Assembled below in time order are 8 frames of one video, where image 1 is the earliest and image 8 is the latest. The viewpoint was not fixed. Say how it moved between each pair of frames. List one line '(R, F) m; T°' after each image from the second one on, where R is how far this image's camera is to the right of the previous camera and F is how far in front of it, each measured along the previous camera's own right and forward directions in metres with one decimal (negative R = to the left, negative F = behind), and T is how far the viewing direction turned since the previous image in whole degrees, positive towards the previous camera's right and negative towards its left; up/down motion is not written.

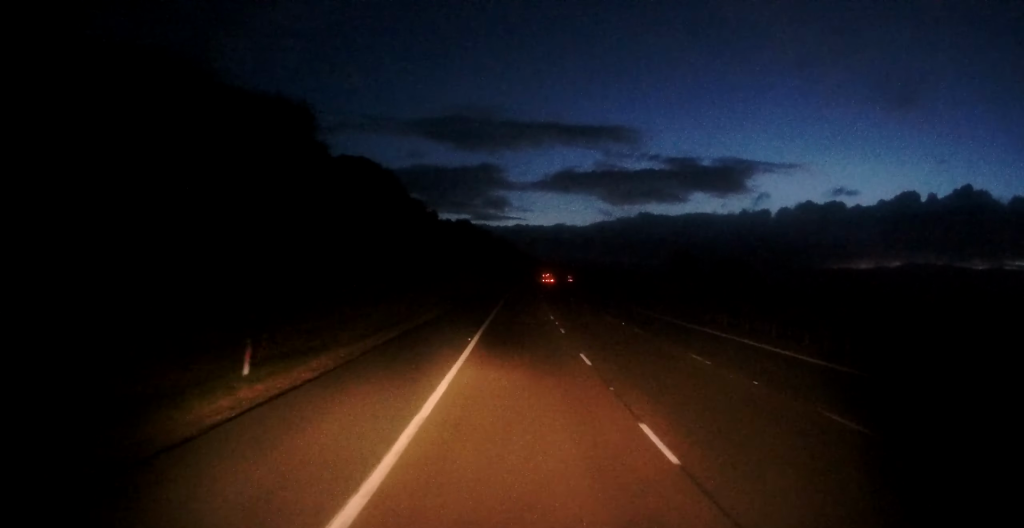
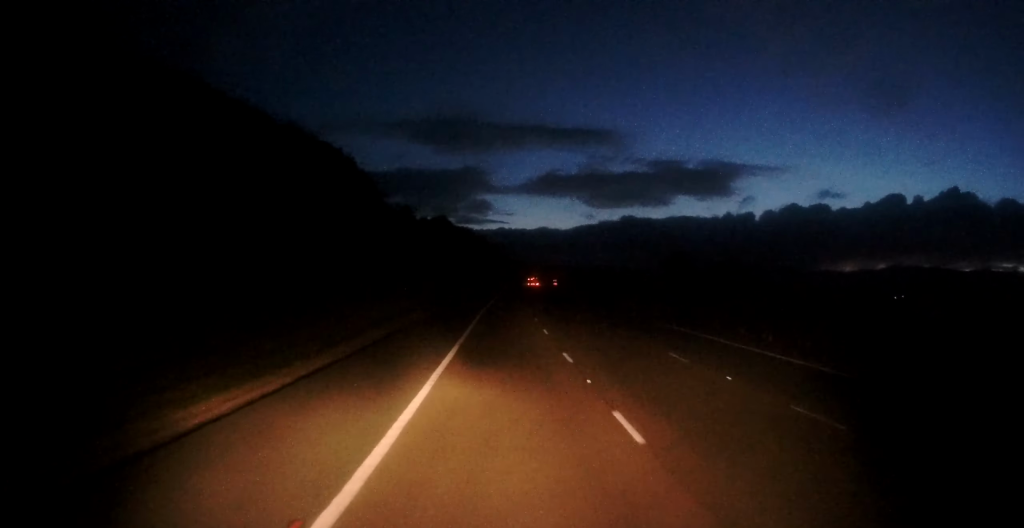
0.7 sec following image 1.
(0.0, +17.3) m; 0°
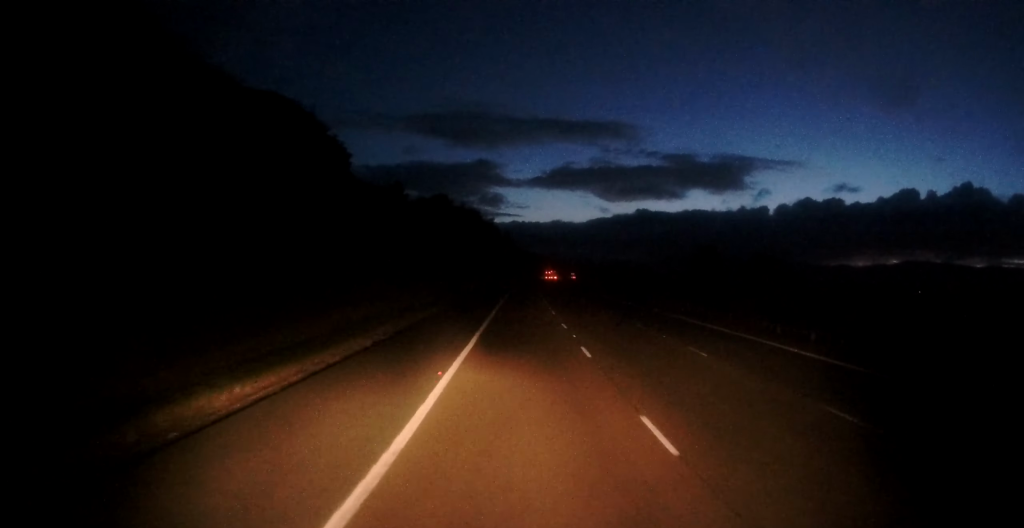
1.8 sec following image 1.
(+0.2, +27.9) m; +1°
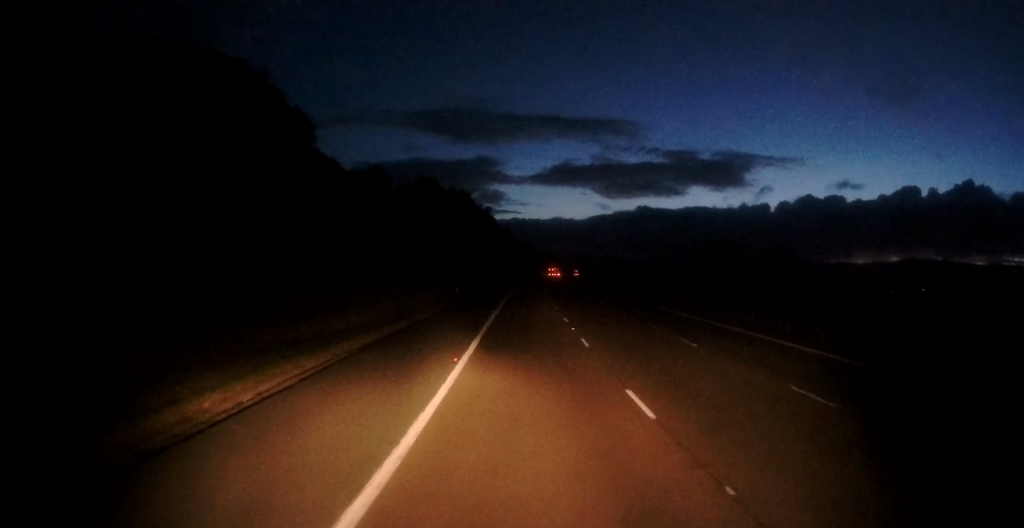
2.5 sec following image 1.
(0.0, +16.3) m; 0°
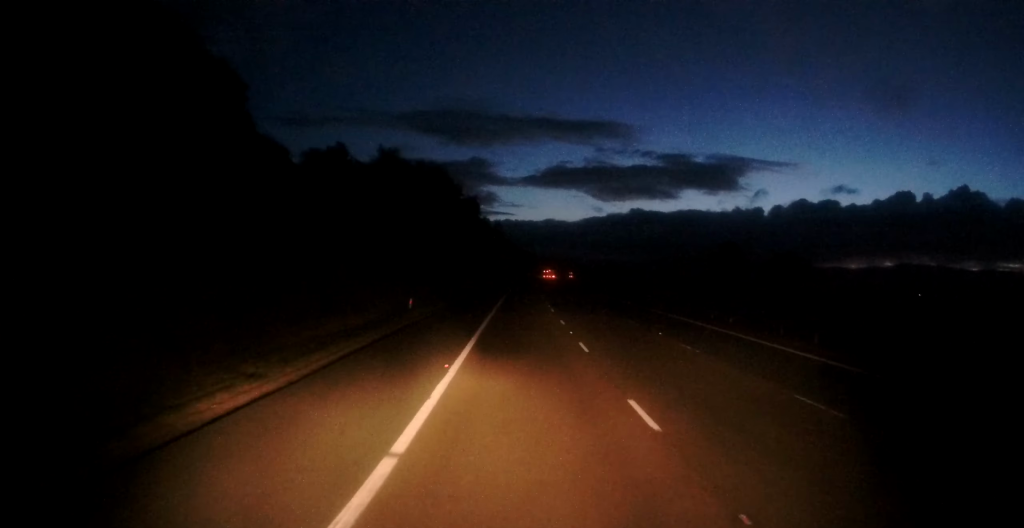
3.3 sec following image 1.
(0.0, +18.7) m; +1°
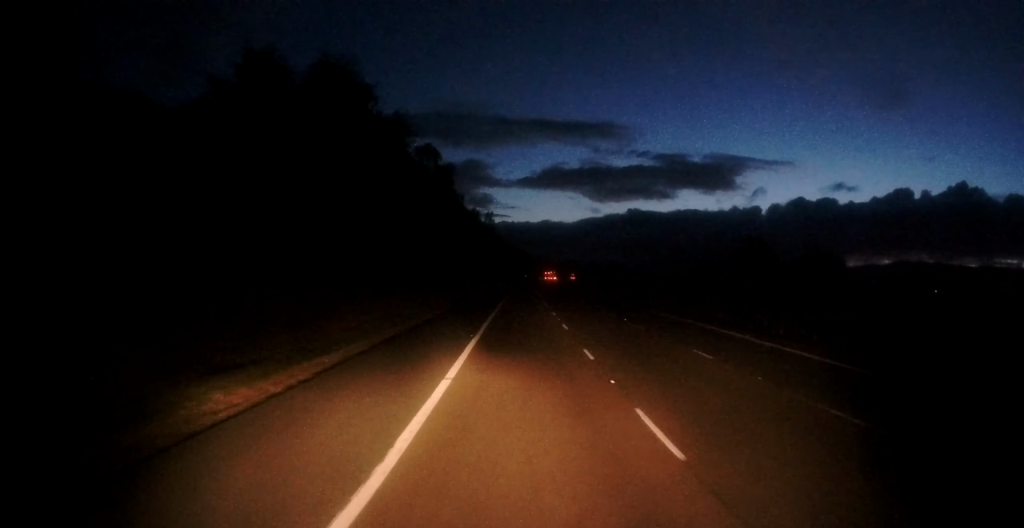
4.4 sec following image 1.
(+0.4, +28.7) m; +1°
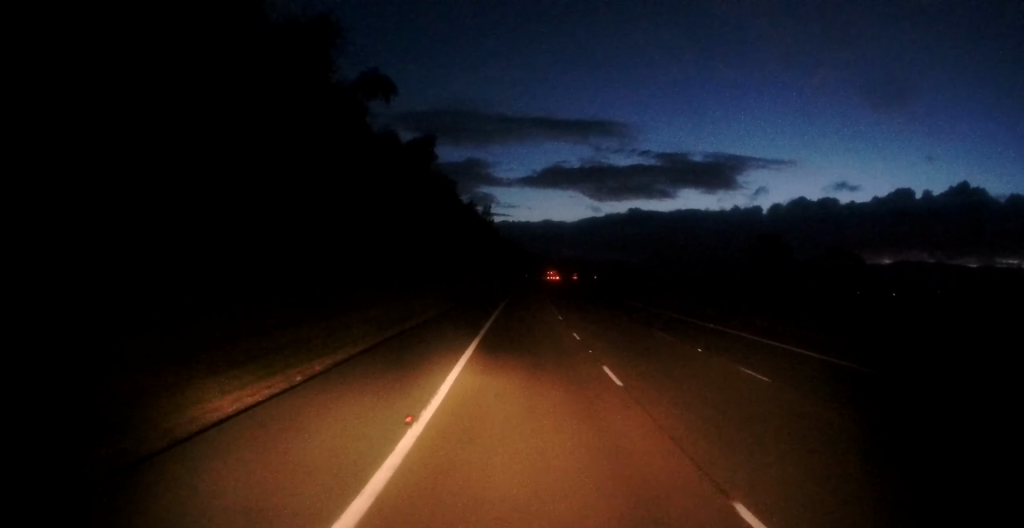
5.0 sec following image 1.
(0.0, +13.1) m; 0°
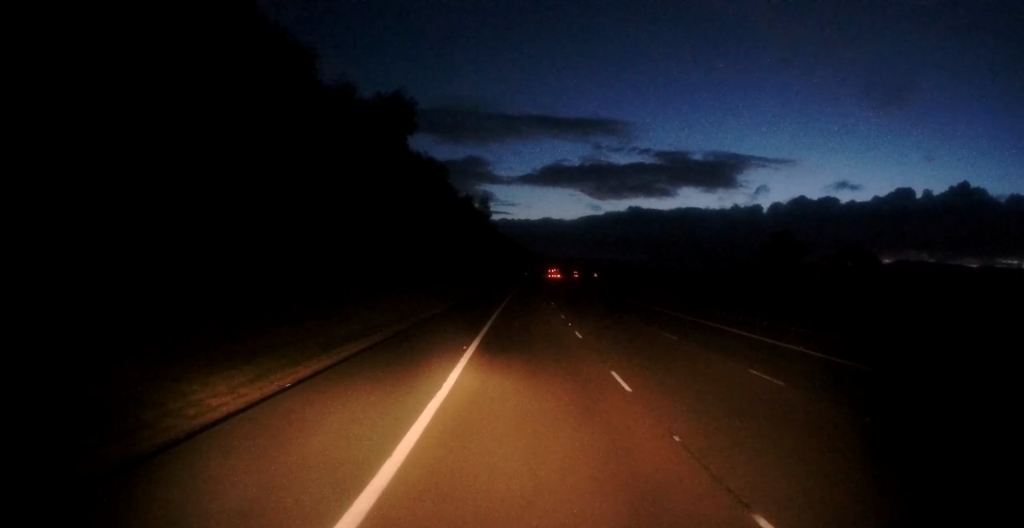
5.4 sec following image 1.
(0.0, +9.8) m; 0°
